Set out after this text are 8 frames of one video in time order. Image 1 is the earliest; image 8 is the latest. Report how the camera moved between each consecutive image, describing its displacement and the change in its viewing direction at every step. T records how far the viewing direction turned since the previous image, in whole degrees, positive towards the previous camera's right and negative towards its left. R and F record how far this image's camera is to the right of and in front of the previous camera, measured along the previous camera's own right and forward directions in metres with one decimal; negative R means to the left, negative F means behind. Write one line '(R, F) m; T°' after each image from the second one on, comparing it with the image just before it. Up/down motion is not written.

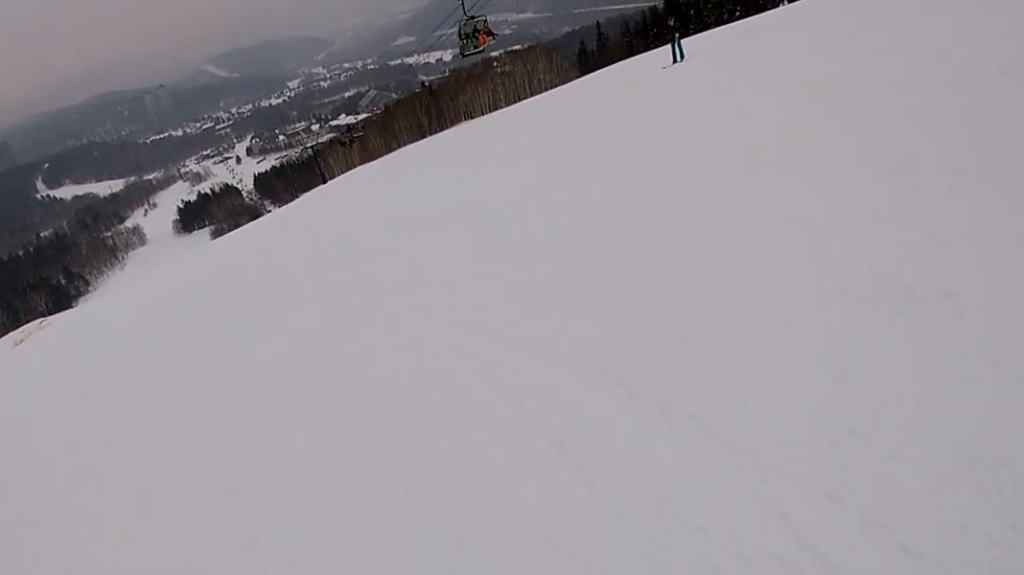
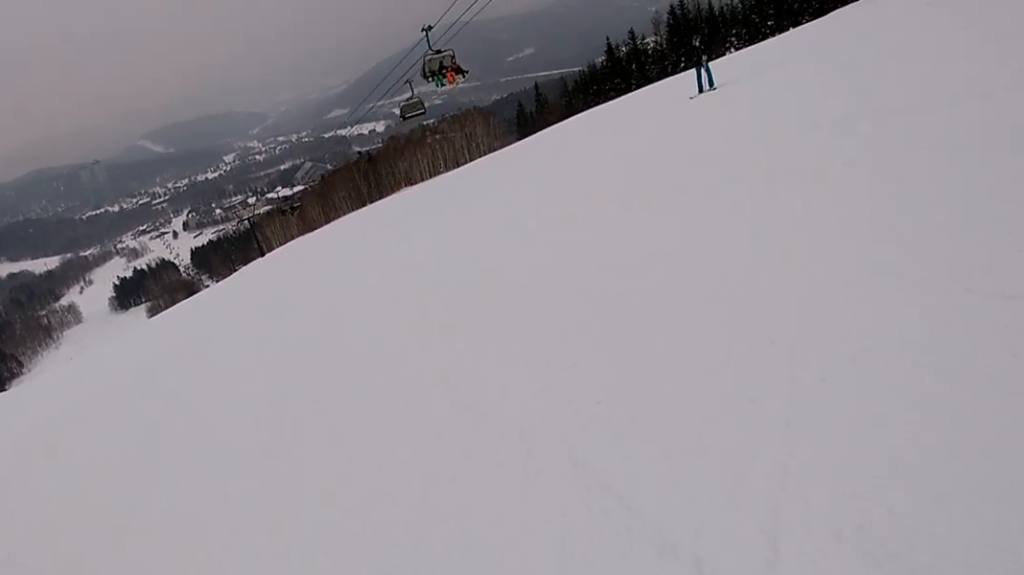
(+0.2, +5.5) m; +1°
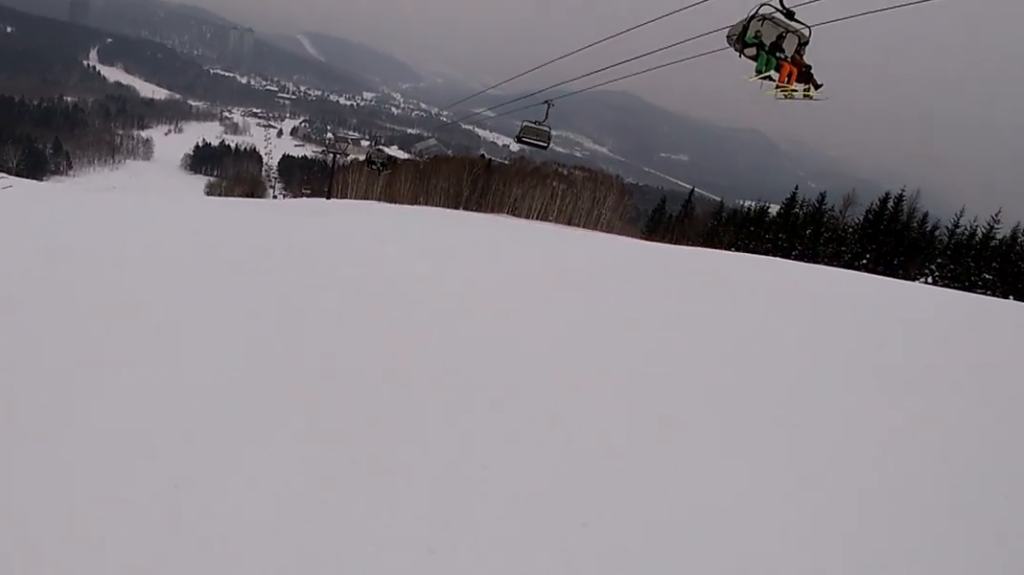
(-0.6, +13.5) m; -18°
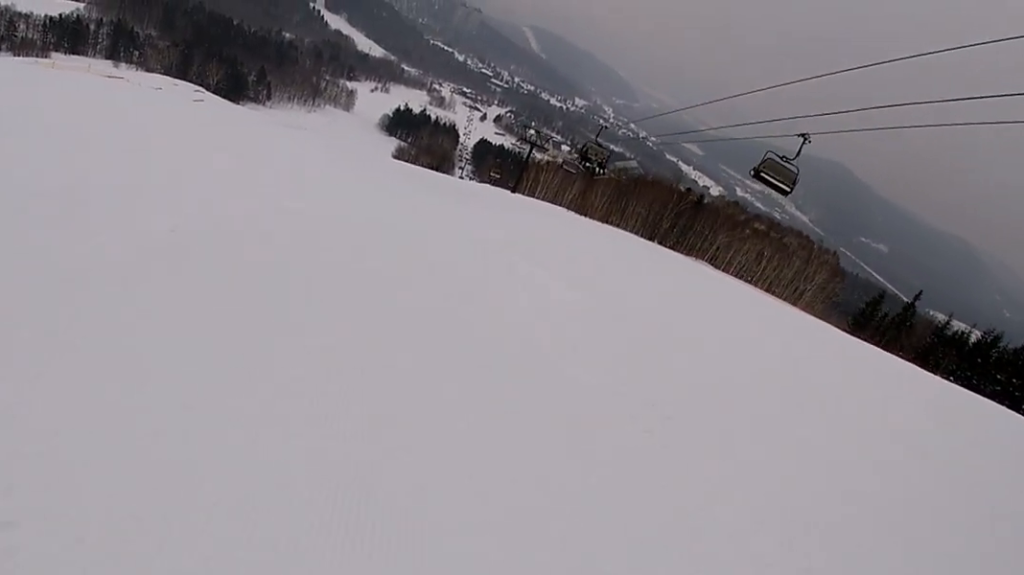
(-2.7, +10.1) m; -15°
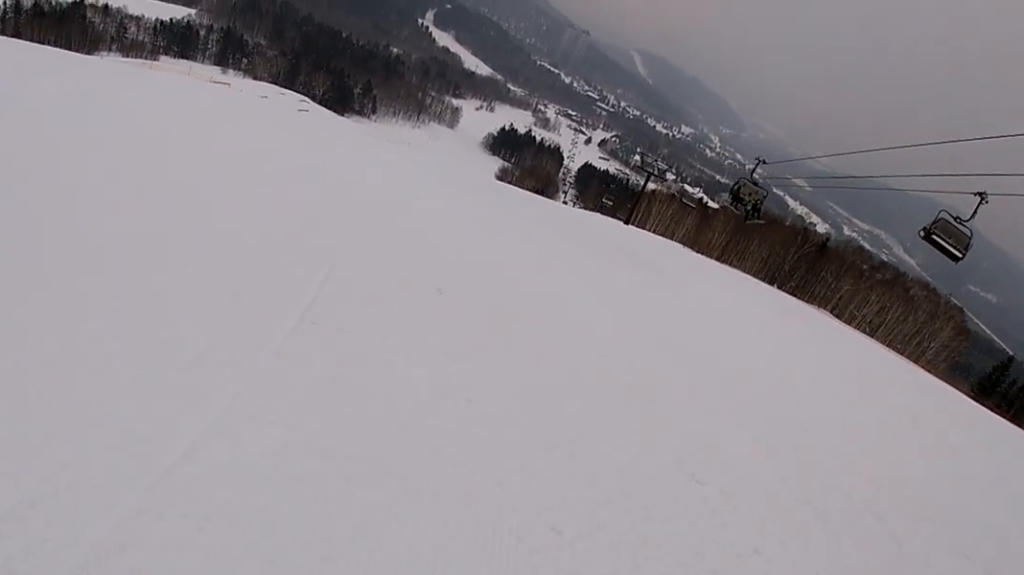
(0.0, +4.8) m; +1°
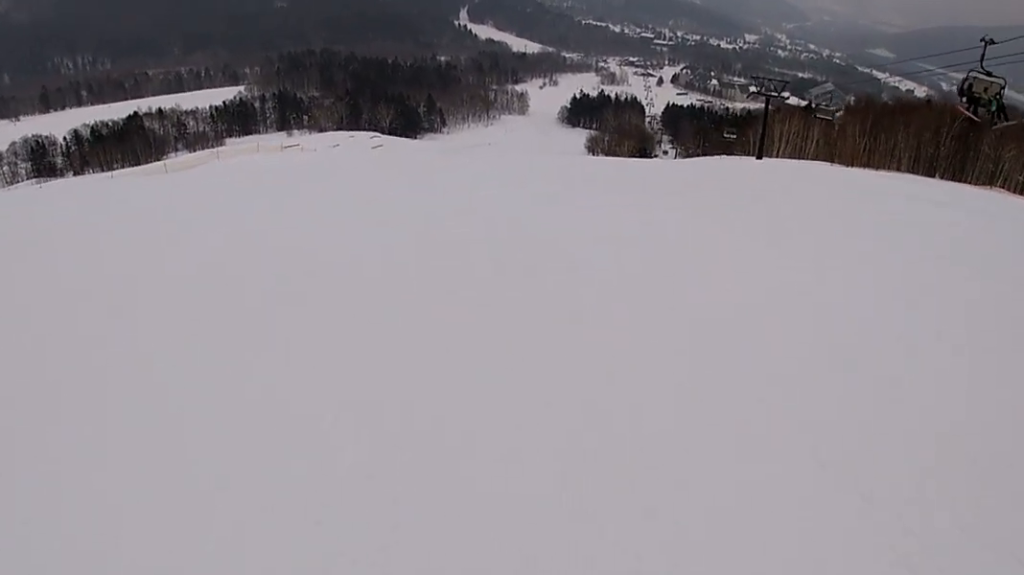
(0.0, +7.0) m; +6°
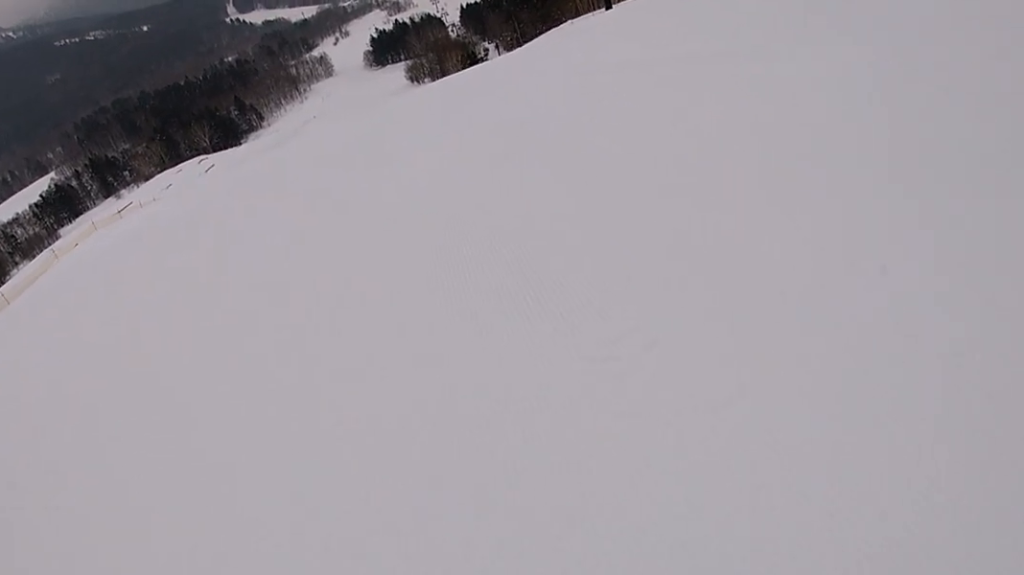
(+0.5, +7.4) m; +21°
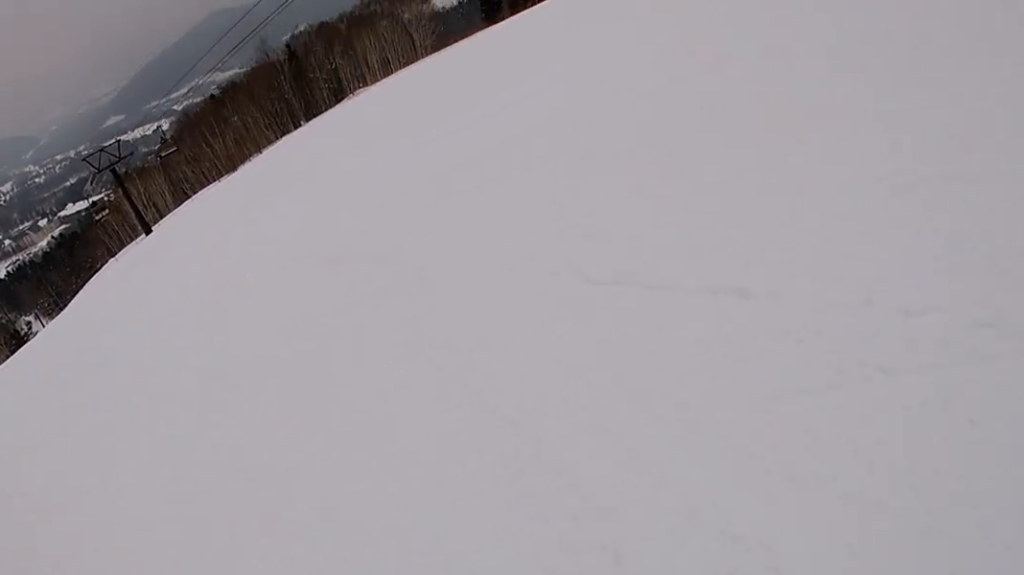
(+3.1, +7.9) m; +34°
